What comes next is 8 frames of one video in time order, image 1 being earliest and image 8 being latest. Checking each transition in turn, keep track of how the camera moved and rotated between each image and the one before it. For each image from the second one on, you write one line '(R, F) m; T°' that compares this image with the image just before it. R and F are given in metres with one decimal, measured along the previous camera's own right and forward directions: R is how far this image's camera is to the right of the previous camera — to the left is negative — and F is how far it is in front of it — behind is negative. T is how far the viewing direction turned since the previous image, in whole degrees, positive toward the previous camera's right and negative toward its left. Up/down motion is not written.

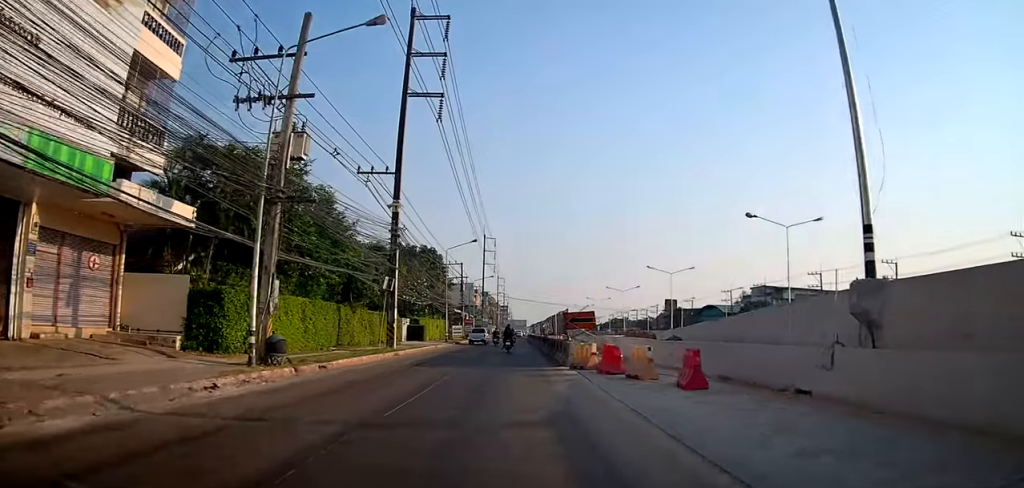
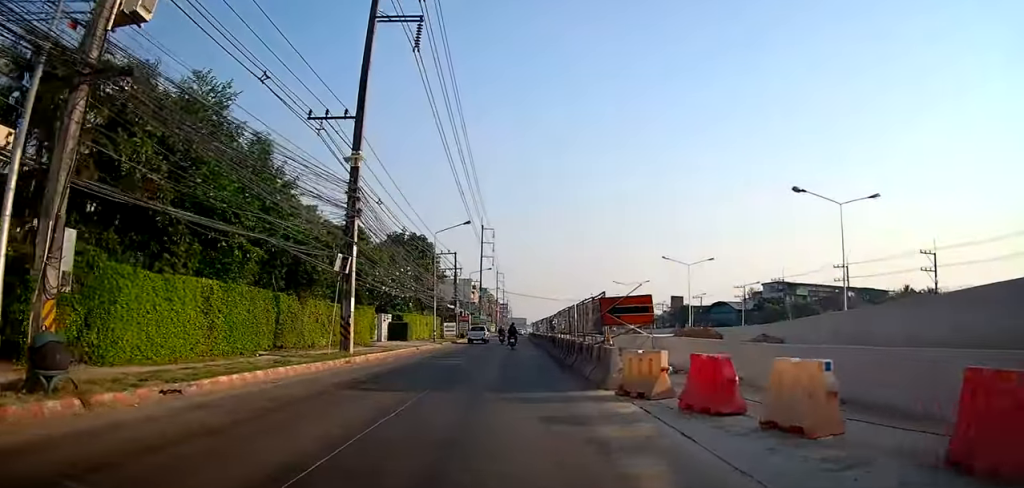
(+0.5, +8.1) m; 0°
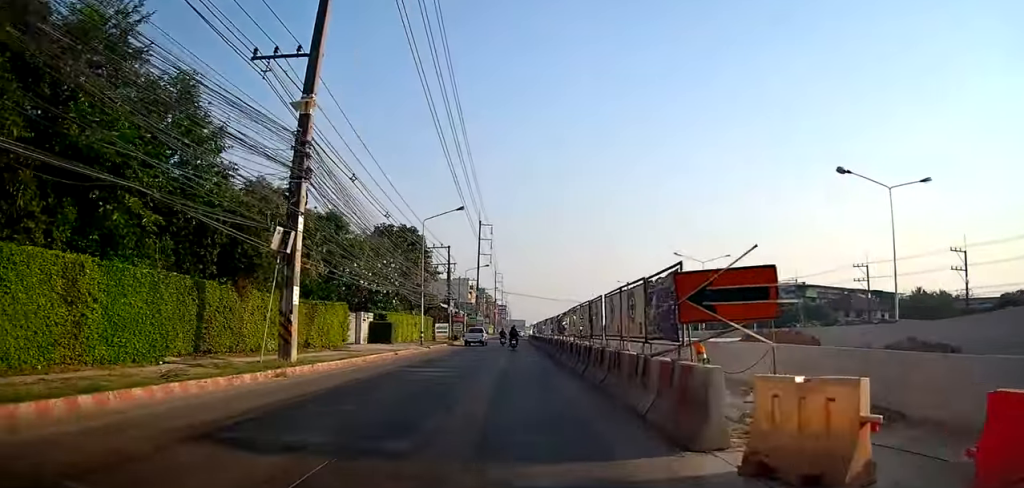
(+0.1, +5.7) m; -1°
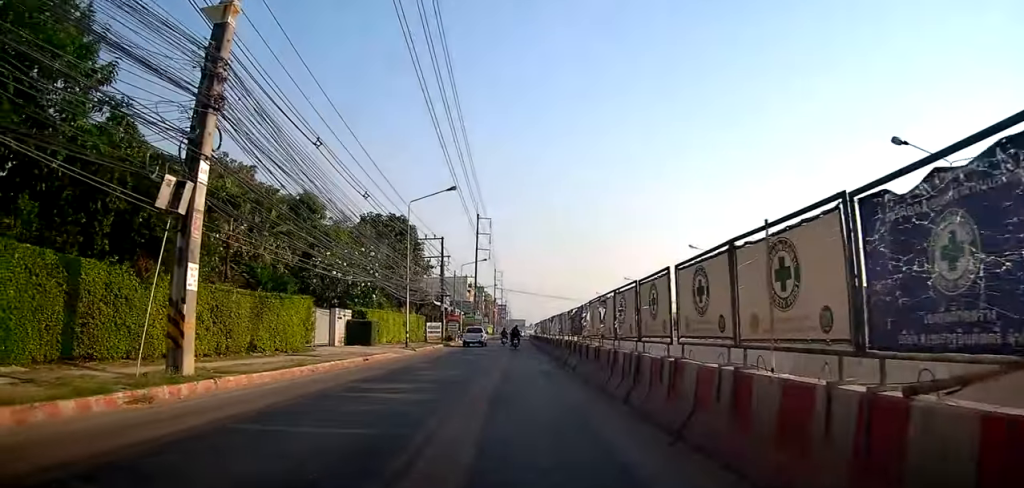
(-0.3, +5.5) m; -2°
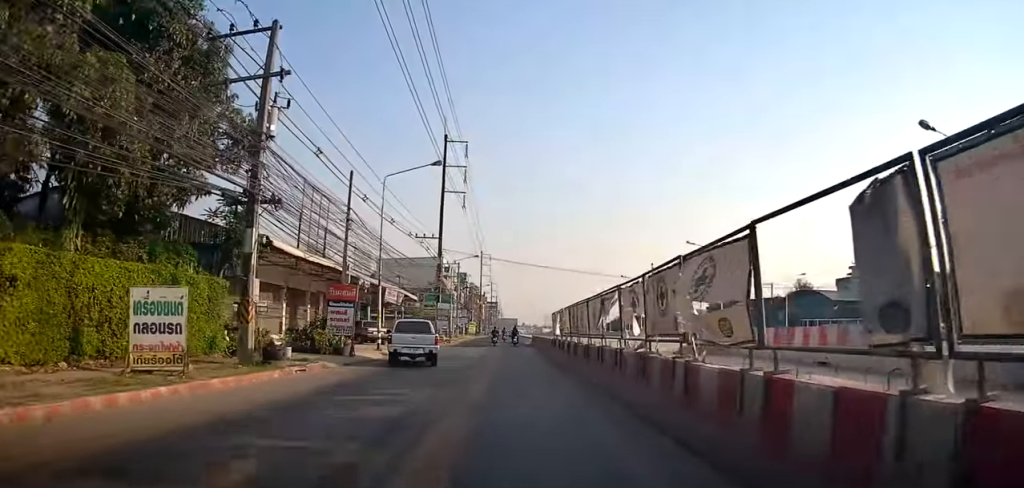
(+0.6, +37.1) m; +2°
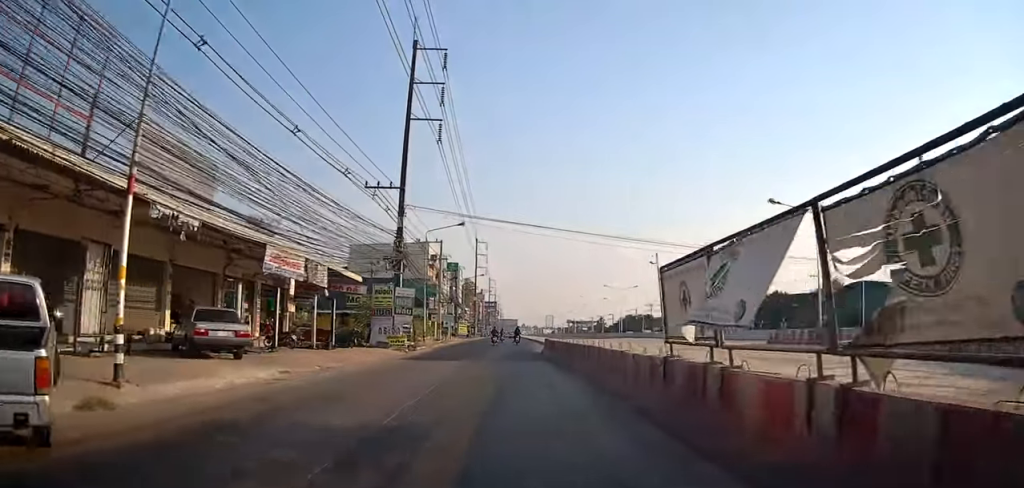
(+0.1, +19.9) m; 0°
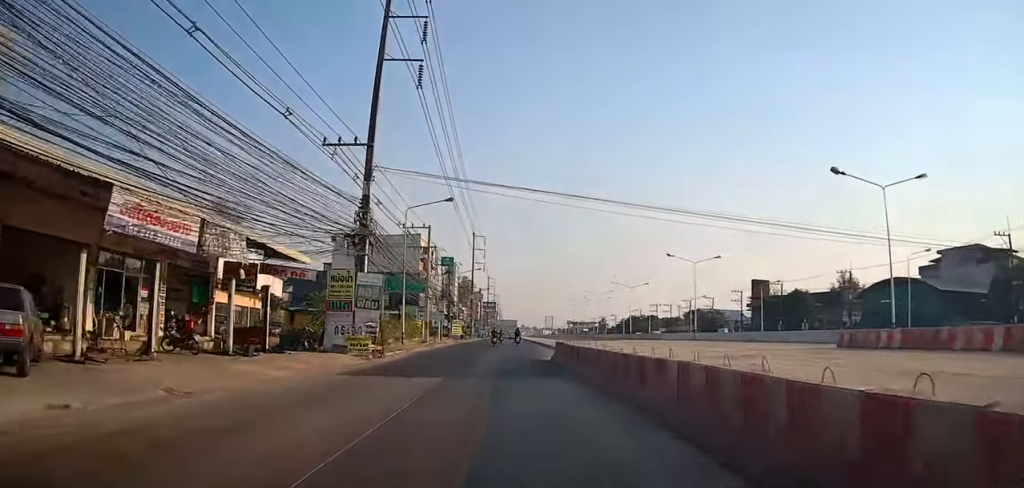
(-0.2, +8.4) m; -2°
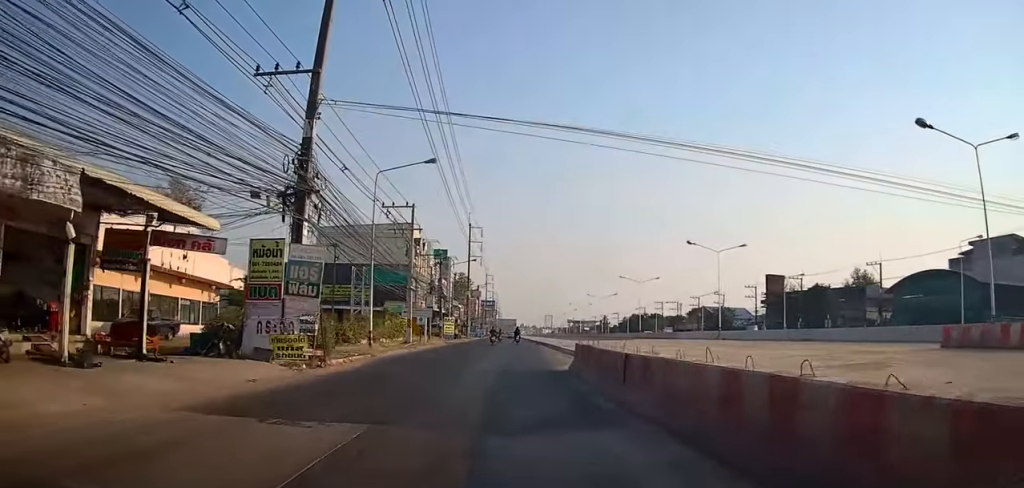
(-0.3, +7.9) m; -2°
